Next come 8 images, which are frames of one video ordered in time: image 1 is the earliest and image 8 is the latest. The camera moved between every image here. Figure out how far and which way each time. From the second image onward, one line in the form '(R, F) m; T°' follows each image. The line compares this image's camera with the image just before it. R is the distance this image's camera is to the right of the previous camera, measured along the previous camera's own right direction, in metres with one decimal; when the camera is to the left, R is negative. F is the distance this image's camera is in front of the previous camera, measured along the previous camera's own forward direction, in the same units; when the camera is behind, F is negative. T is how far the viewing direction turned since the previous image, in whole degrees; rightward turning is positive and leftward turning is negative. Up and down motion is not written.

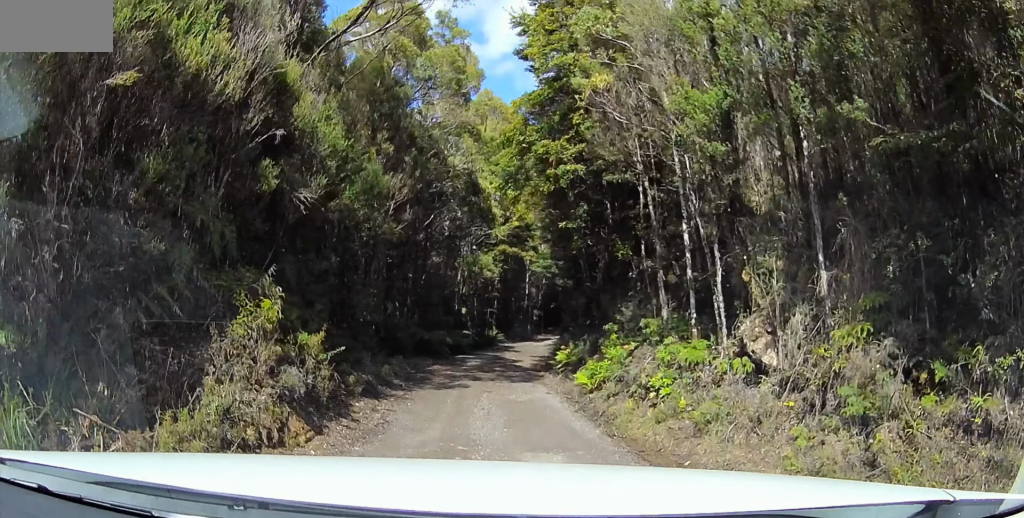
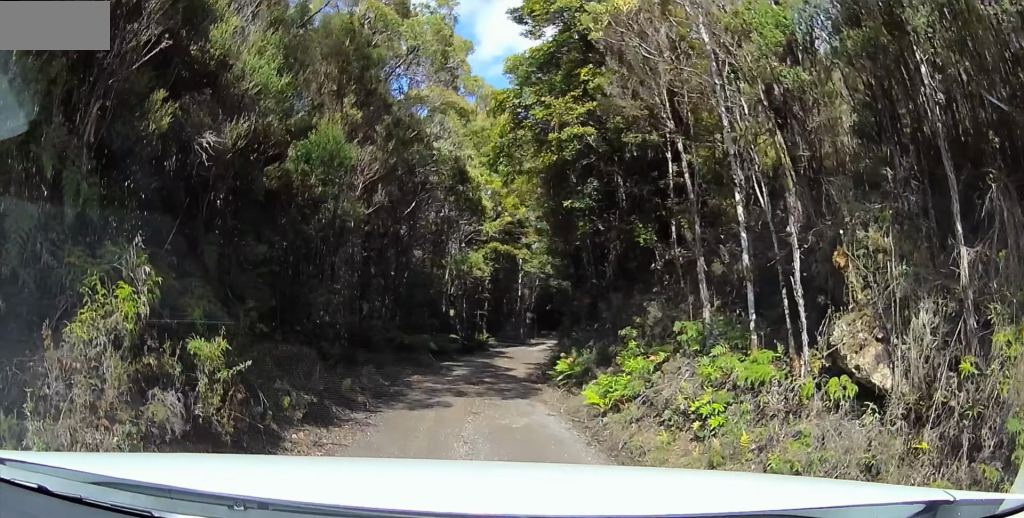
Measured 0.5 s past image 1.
(0.0, +2.4) m; 0°
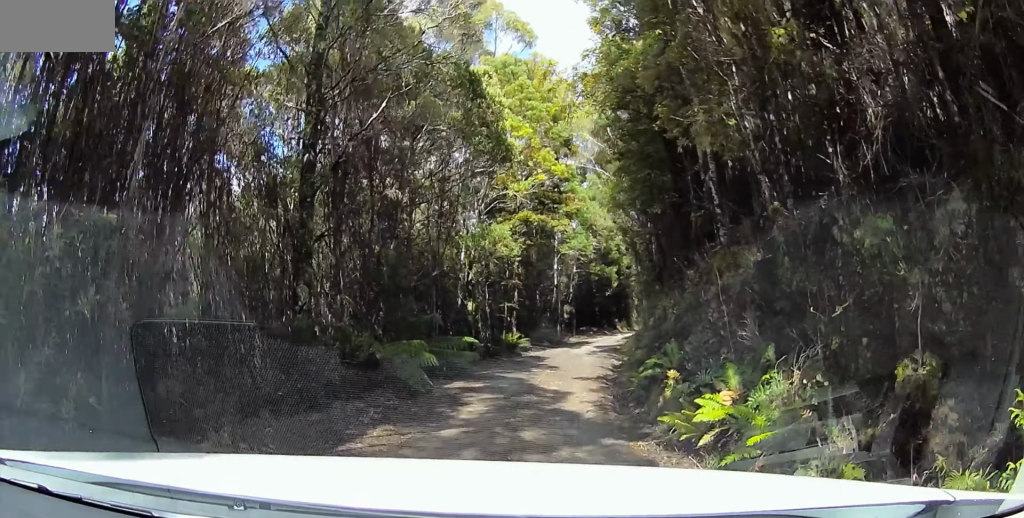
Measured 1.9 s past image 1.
(0.0, +7.0) m; +4°
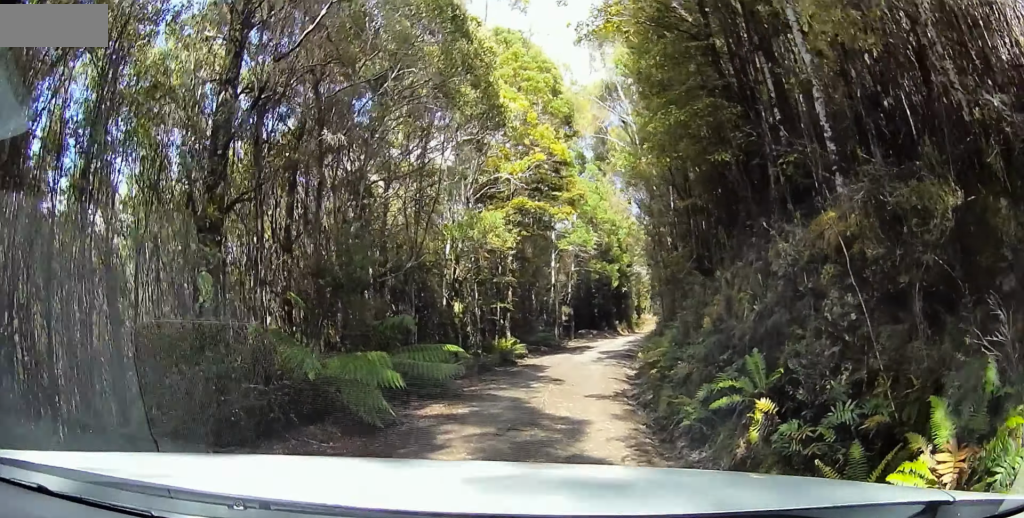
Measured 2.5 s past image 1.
(+0.1, +2.6) m; +3°
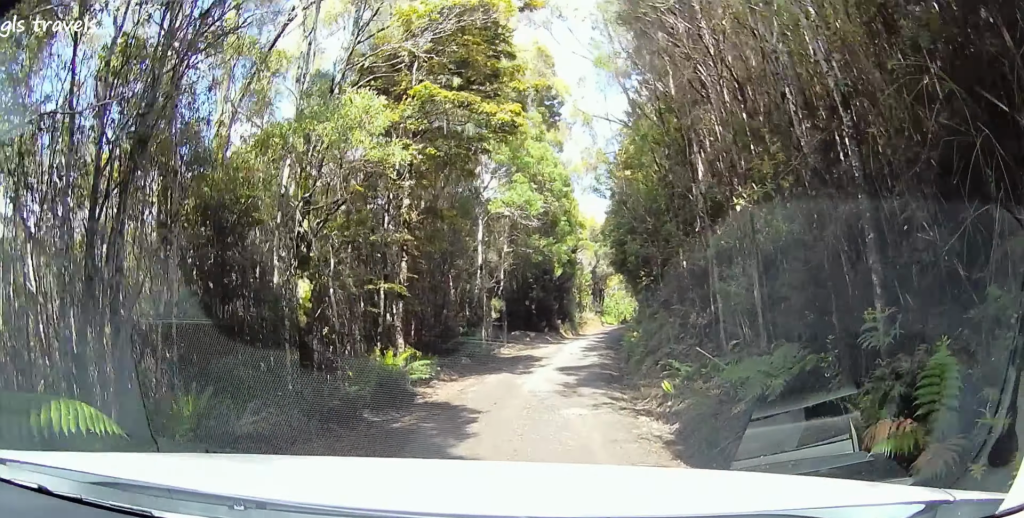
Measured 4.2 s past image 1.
(+0.5, +7.0) m; +4°
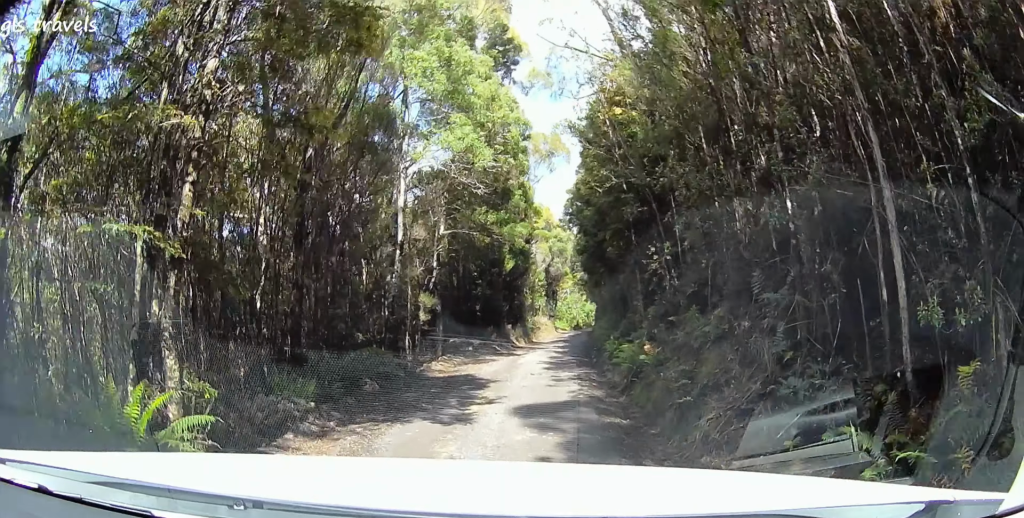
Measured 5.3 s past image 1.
(0.0, +4.7) m; 0°
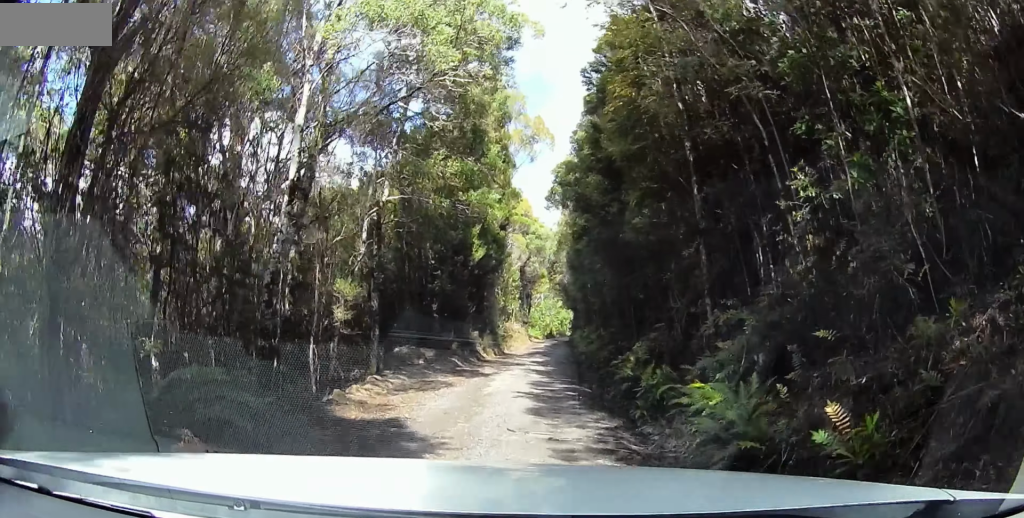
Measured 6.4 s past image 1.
(0.0, +5.4) m; 0°
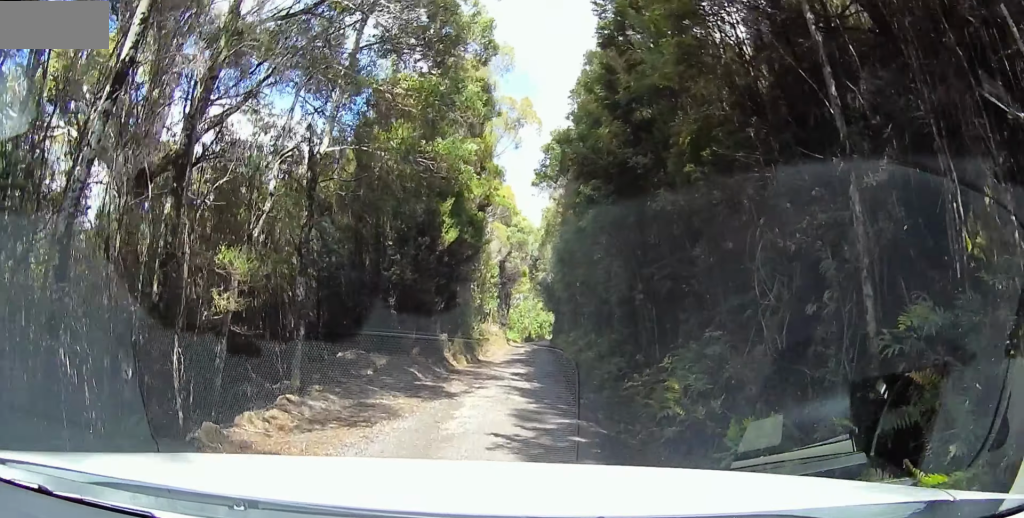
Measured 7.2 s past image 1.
(0.0, +4.2) m; 0°
